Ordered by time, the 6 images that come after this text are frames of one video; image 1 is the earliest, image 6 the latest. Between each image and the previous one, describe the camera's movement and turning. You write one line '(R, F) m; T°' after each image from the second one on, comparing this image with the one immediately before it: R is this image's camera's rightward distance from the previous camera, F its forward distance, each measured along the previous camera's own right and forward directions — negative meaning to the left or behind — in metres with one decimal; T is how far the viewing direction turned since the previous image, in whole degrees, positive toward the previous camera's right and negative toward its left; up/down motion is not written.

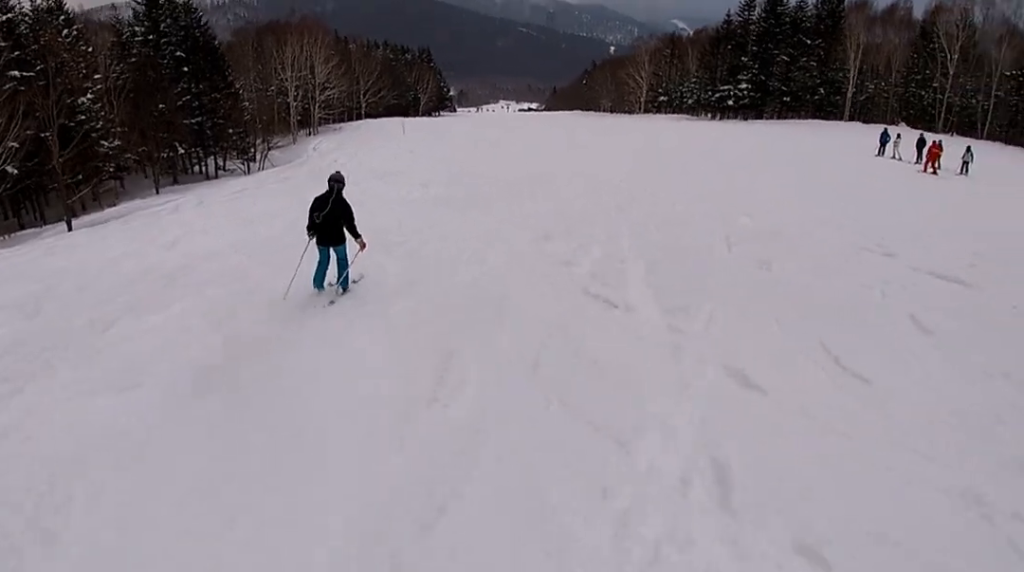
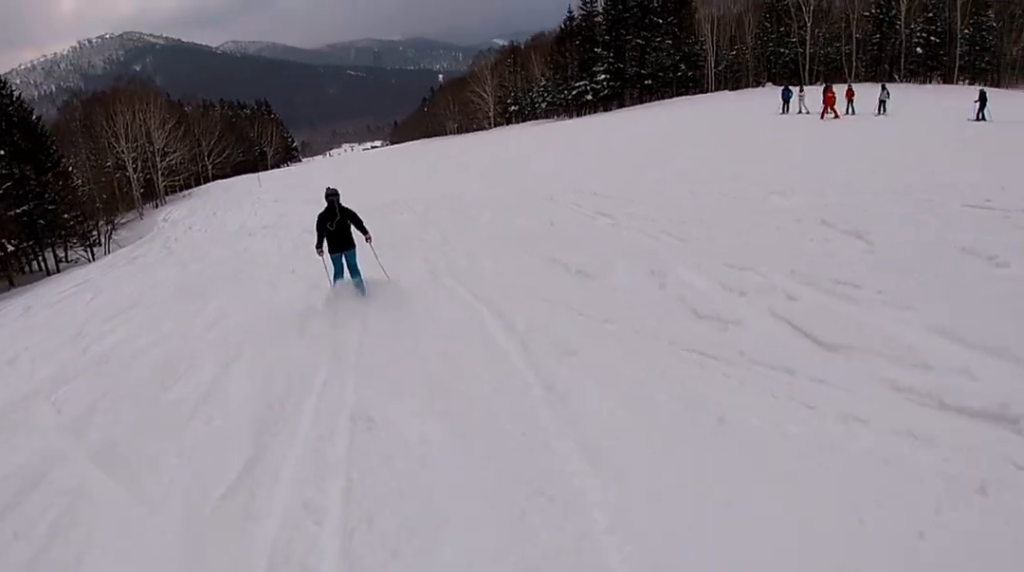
(+0.9, +6.2) m; +16°
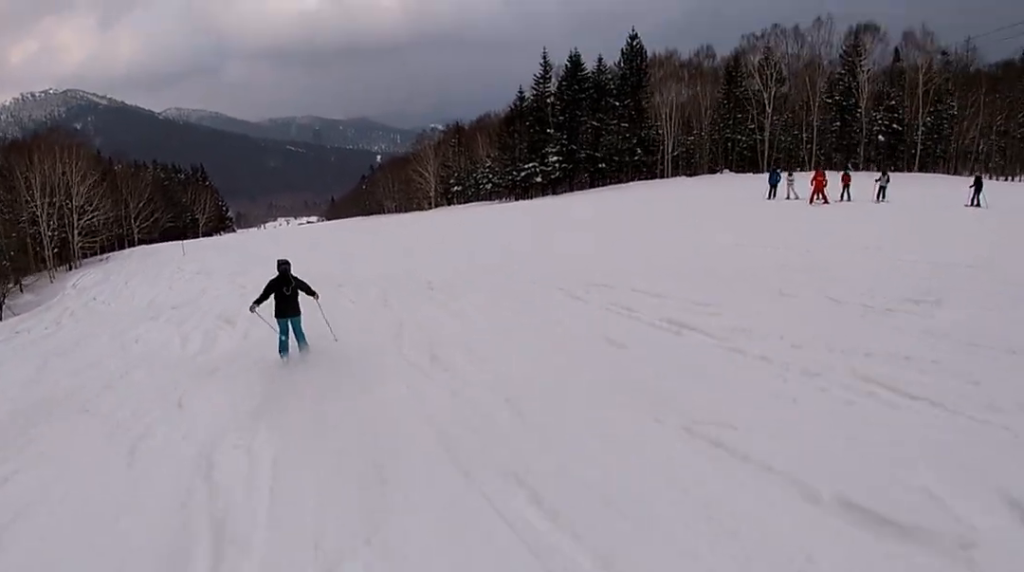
(+0.8, +5.6) m; +6°
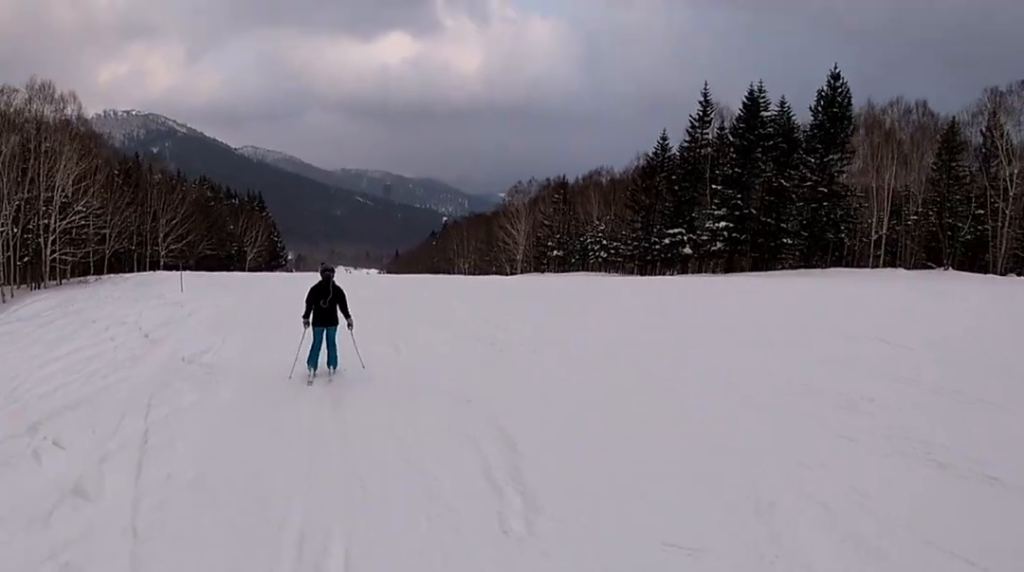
(-0.9, +18.6) m; -6°
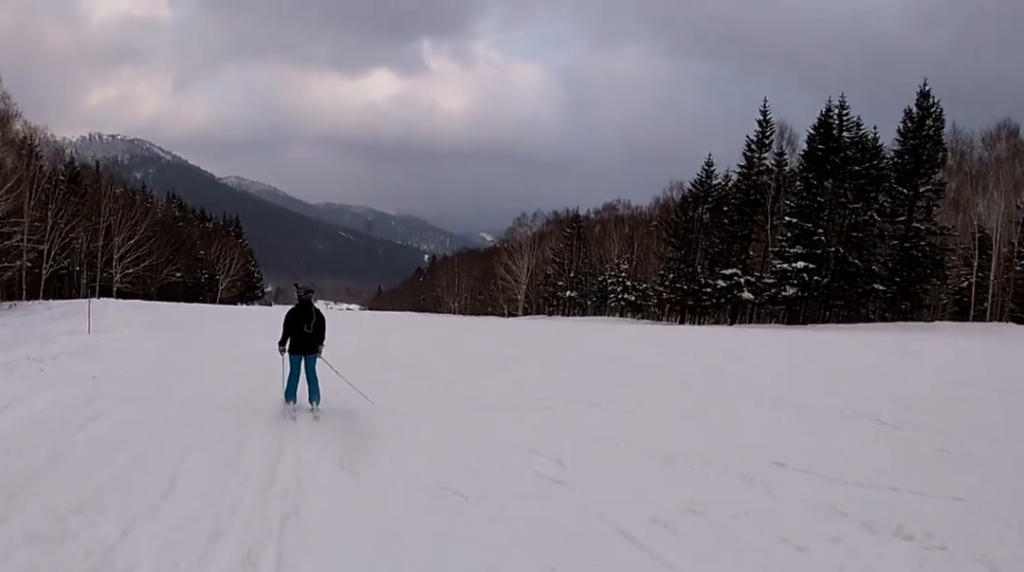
(+0.7, +10.3) m; +7°
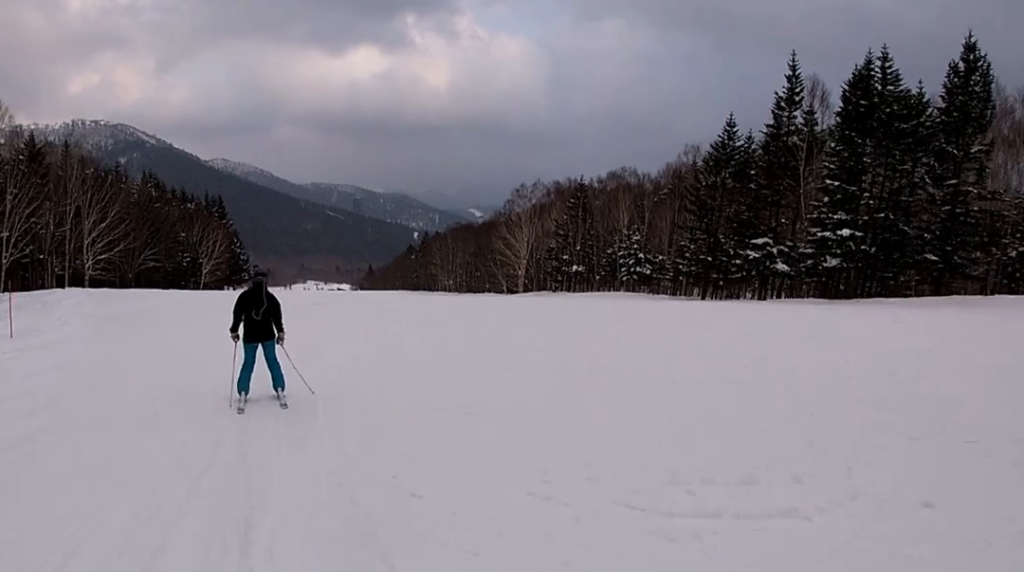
(+0.2, +4.6) m; -1°
